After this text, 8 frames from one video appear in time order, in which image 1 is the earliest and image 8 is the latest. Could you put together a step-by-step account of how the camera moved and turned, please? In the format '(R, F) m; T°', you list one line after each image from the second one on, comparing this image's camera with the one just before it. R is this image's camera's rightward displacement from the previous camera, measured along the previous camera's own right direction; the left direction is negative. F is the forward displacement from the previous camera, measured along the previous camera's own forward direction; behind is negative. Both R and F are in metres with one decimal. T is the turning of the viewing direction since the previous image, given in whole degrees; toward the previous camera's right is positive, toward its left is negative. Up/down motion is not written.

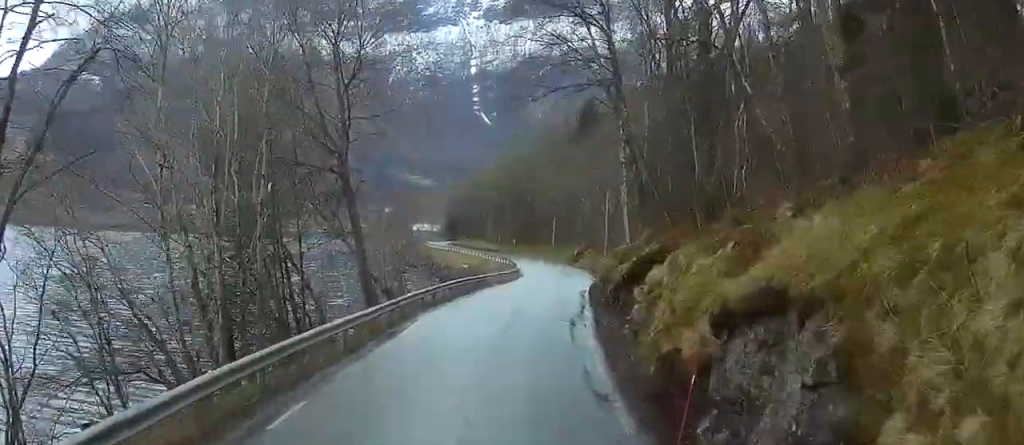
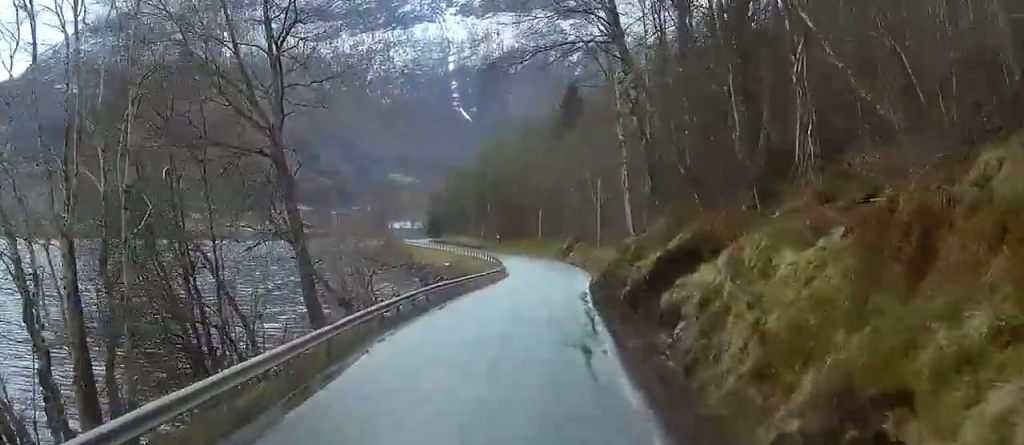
(+0.4, +9.9) m; +1°
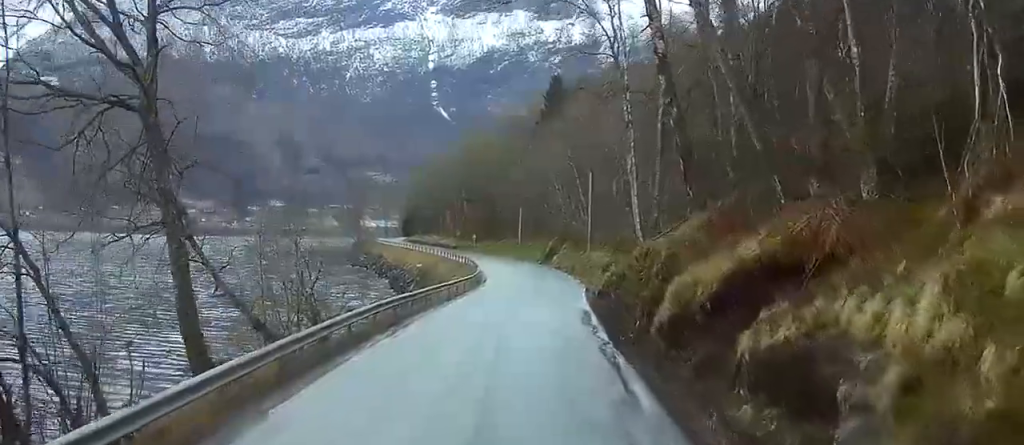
(+0.1, +11.7) m; 0°
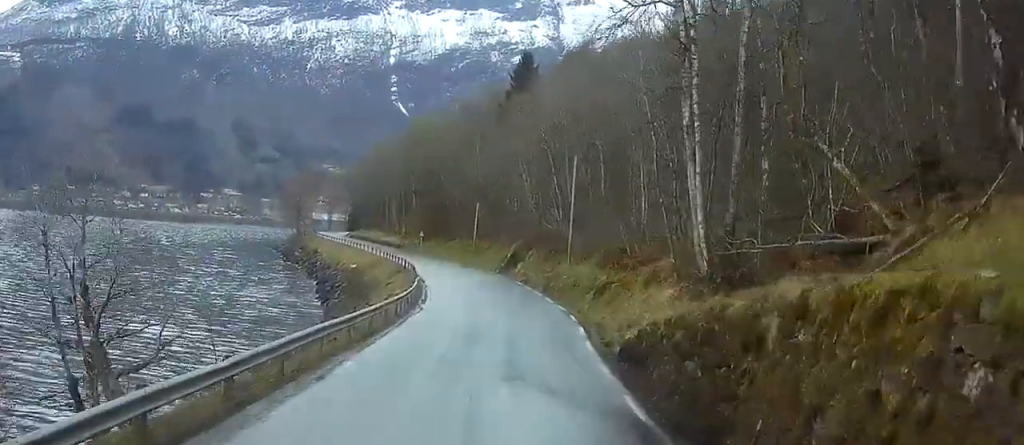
(0.0, +22.5) m; +1°
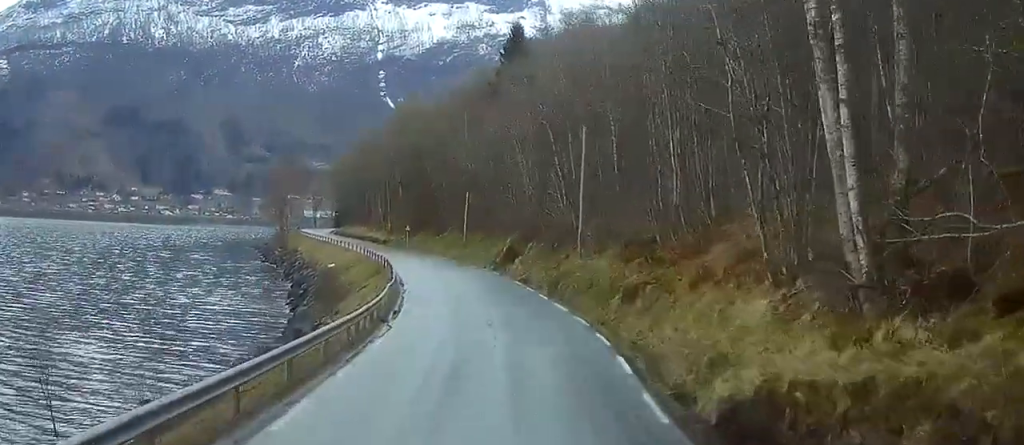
(+0.1, +12.2) m; +1°
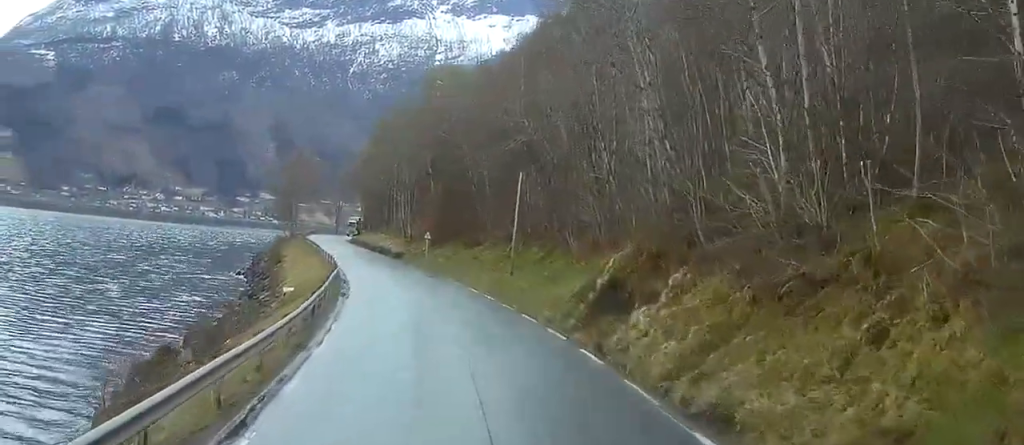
(-0.1, +44.5) m; -1°
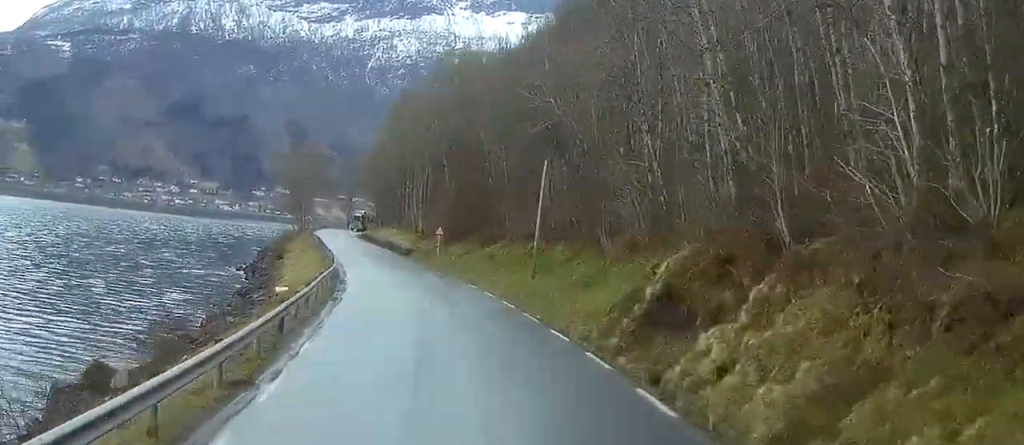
(-0.1, +7.4) m; 0°
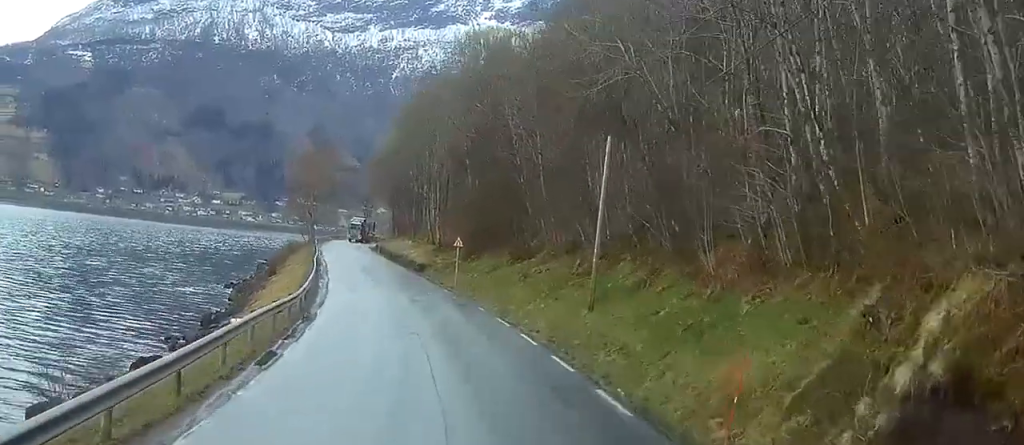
(+0.4, +16.3) m; 0°
